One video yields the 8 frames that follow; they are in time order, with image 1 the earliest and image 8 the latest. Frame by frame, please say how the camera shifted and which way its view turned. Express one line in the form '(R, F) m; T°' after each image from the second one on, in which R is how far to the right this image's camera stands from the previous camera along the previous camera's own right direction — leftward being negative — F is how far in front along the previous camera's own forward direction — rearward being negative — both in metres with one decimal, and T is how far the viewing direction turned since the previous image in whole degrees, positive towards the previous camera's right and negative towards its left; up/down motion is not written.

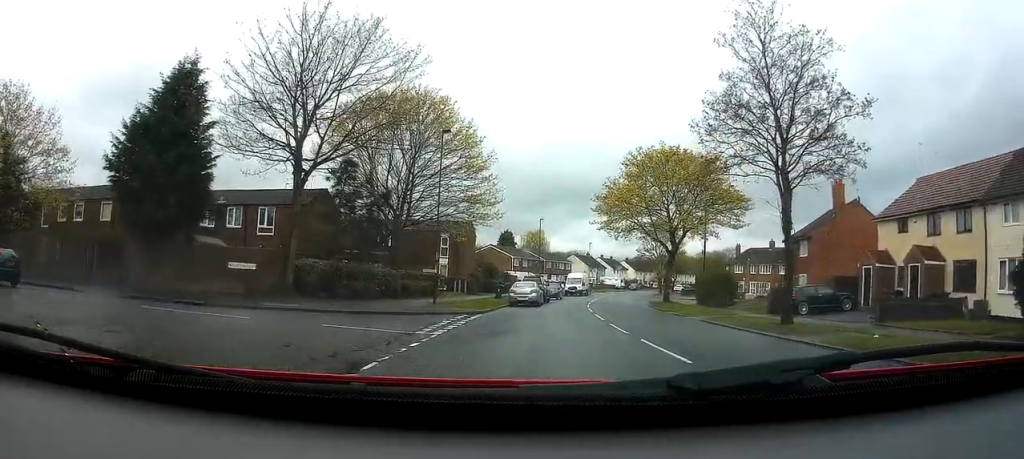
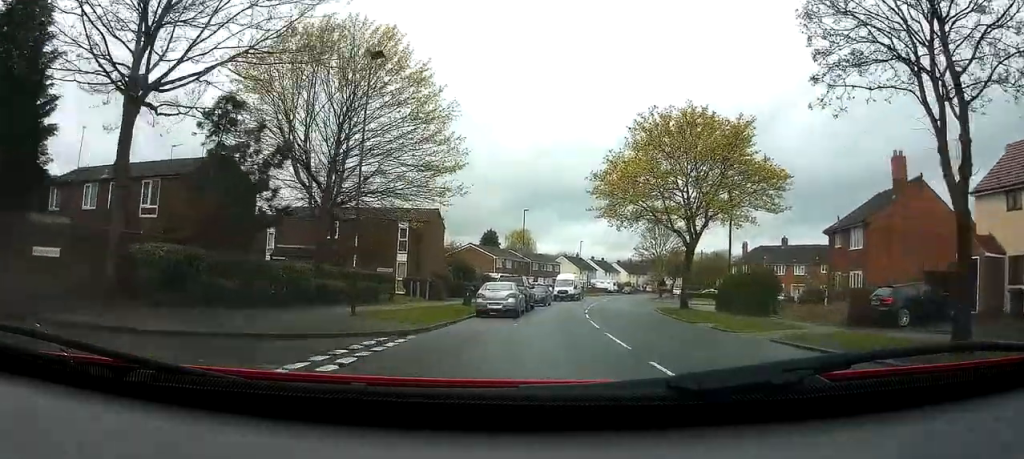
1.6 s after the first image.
(+1.2, +11.5) m; +5°
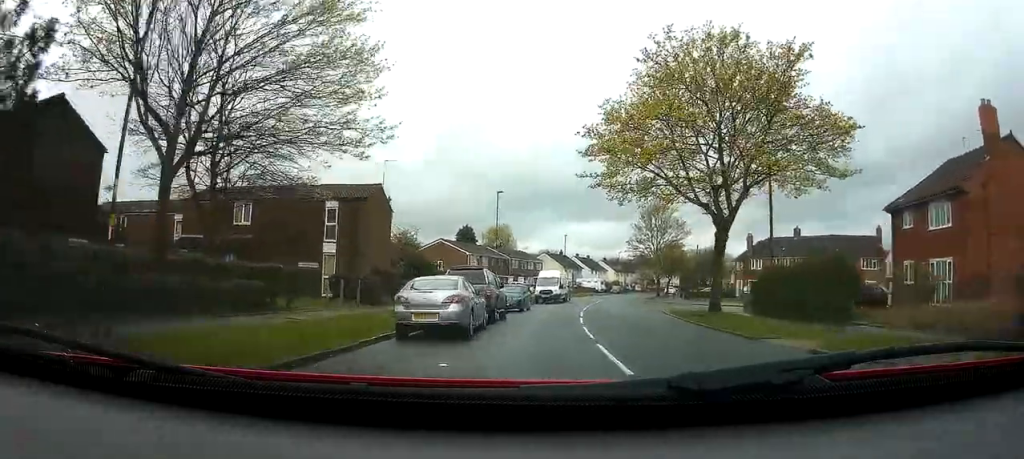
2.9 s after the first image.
(0.0, +10.4) m; +2°
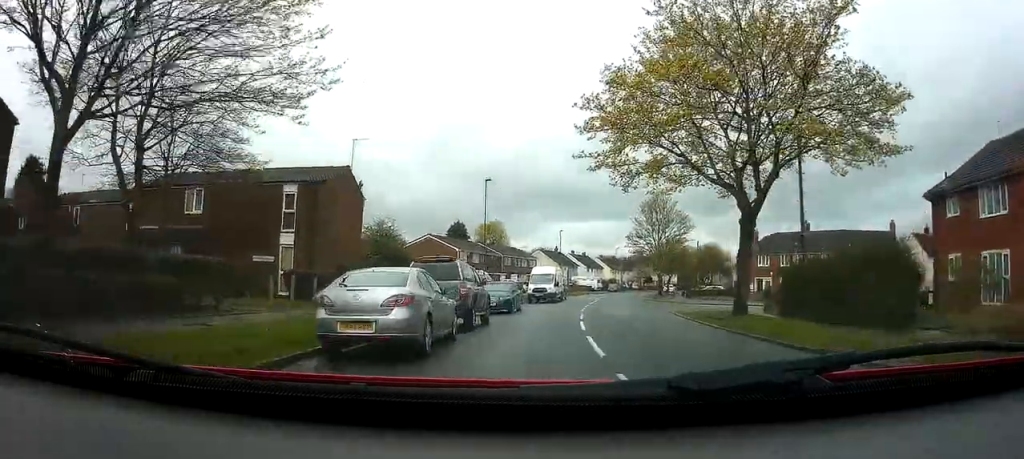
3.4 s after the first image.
(+0.1, +4.3) m; +1°
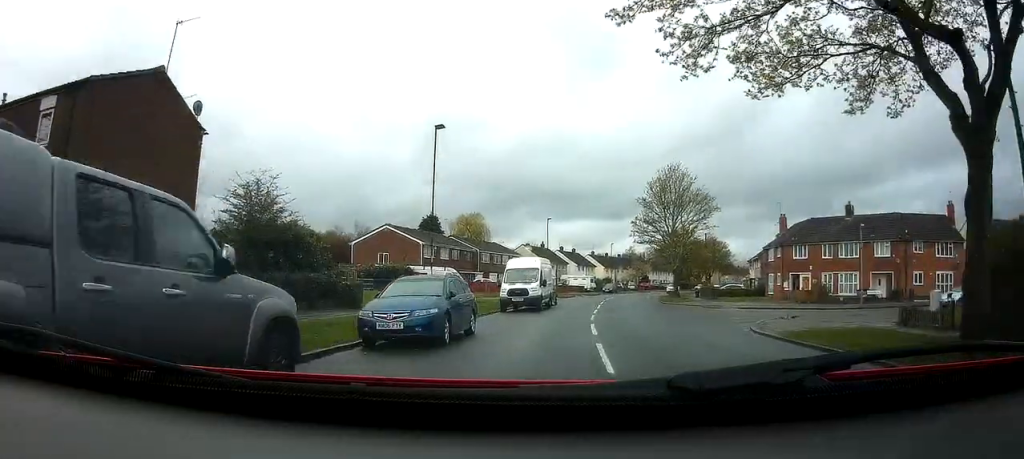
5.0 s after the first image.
(+0.3, +14.2) m; +3°
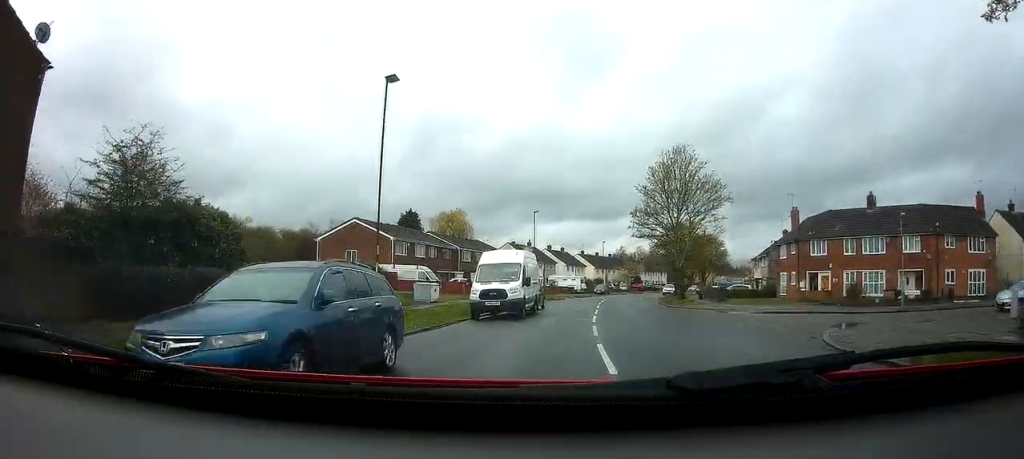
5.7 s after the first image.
(+0.2, +6.6) m; +3°
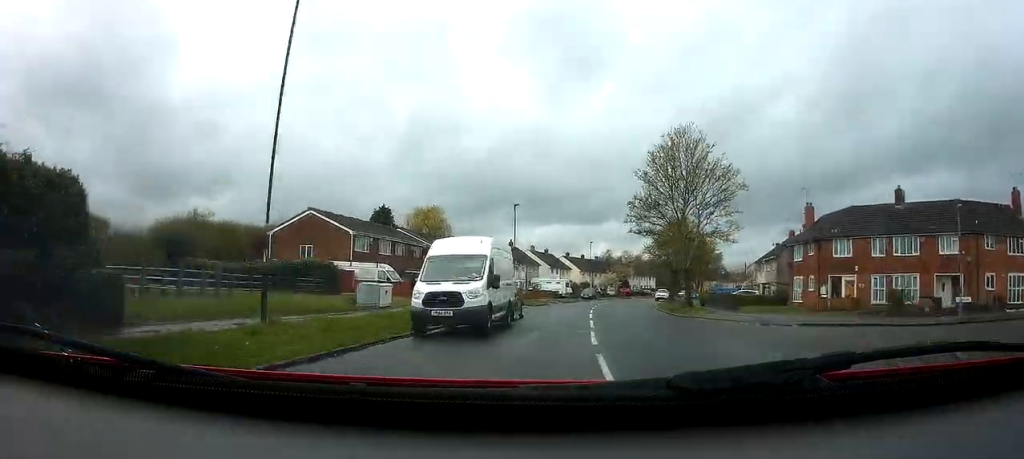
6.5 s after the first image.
(+0.2, +6.9) m; +1°
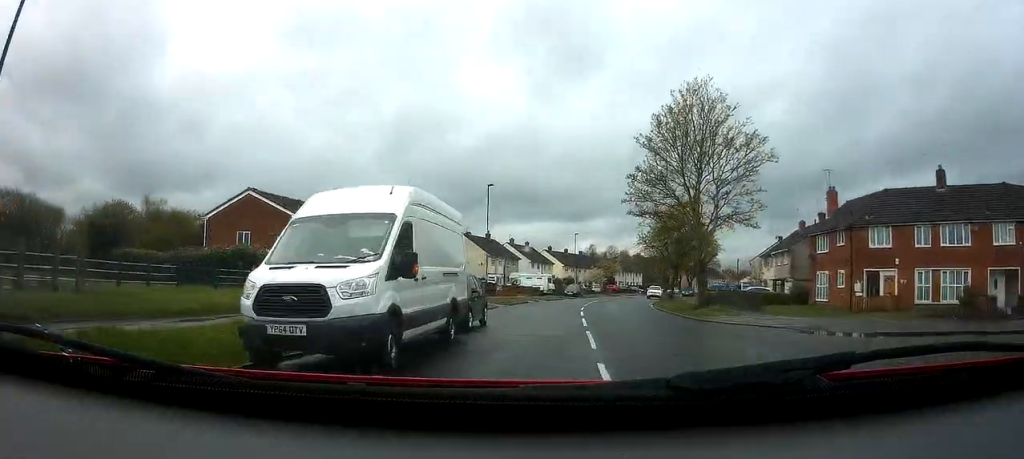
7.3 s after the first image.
(+0.1, +7.6) m; 0°
